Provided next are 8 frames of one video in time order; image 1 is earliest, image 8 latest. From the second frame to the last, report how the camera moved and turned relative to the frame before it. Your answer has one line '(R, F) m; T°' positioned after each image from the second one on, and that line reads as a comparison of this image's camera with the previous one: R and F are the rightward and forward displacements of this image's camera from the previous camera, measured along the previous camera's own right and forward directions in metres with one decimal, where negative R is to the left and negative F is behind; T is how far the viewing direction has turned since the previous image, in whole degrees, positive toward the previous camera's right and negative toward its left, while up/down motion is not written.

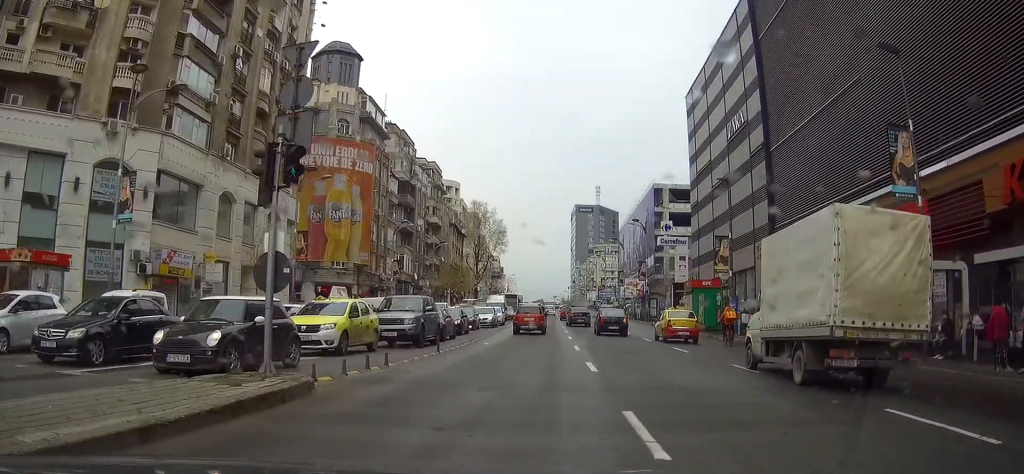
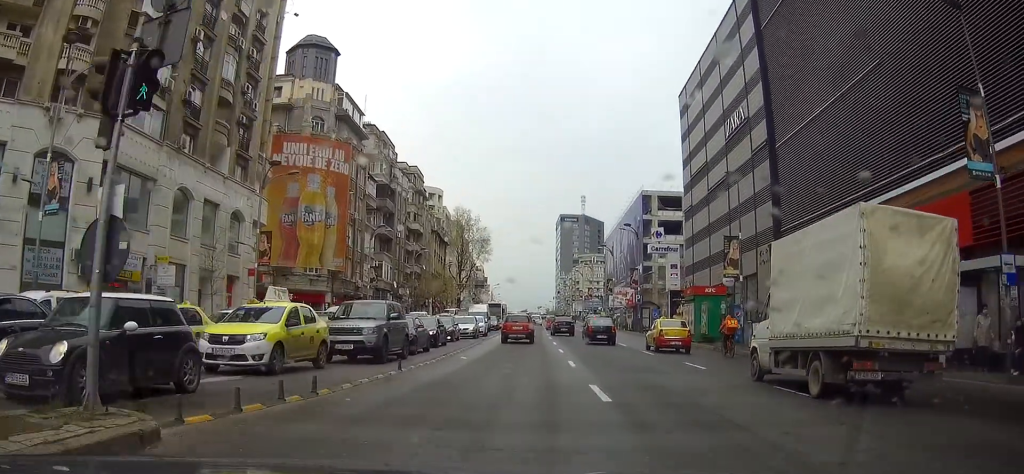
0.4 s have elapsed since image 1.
(+0.1, +4.0) m; +3°
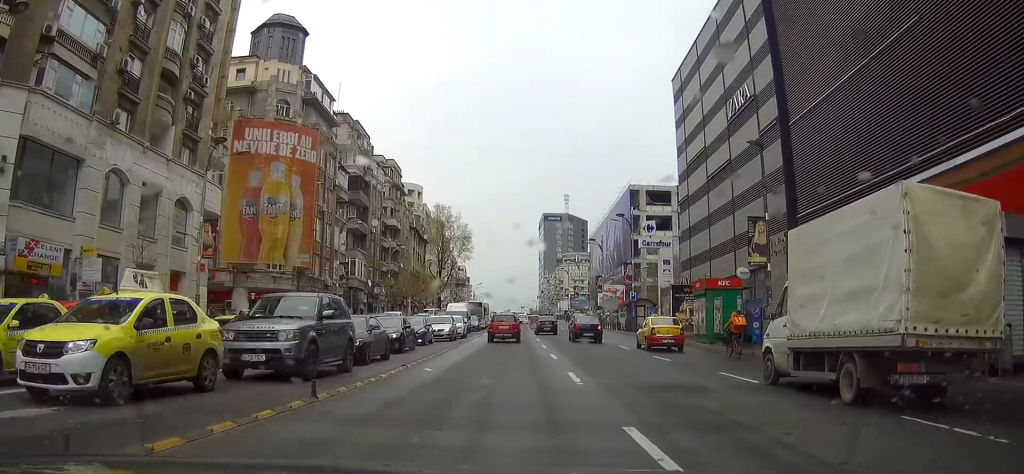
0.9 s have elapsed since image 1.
(+0.2, +5.9) m; +2°
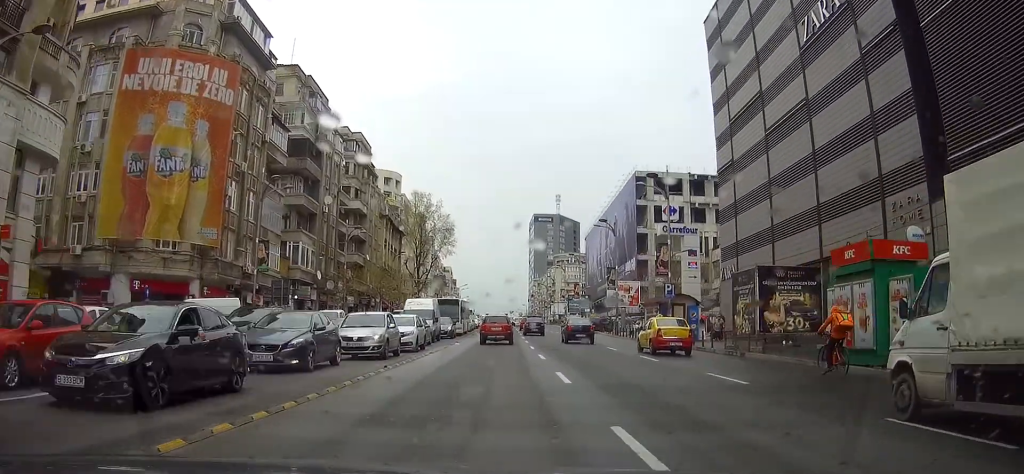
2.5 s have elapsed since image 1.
(+0.7, +18.2) m; +3°
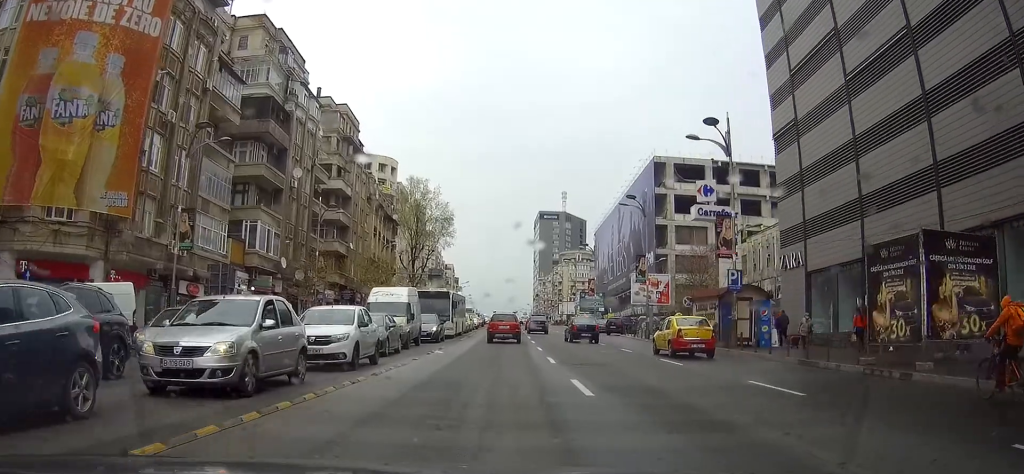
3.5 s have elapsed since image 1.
(0.0, +12.1) m; -1°
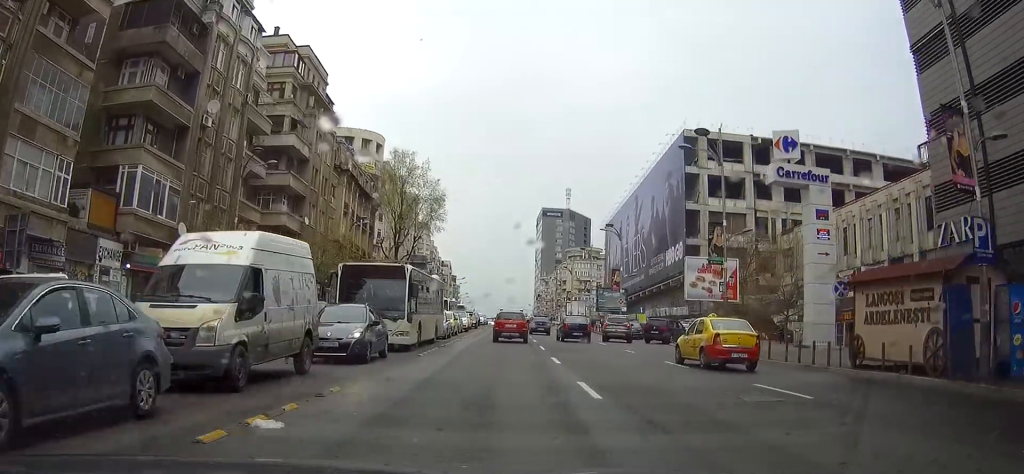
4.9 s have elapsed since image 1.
(-0.1, +18.3) m; 0°
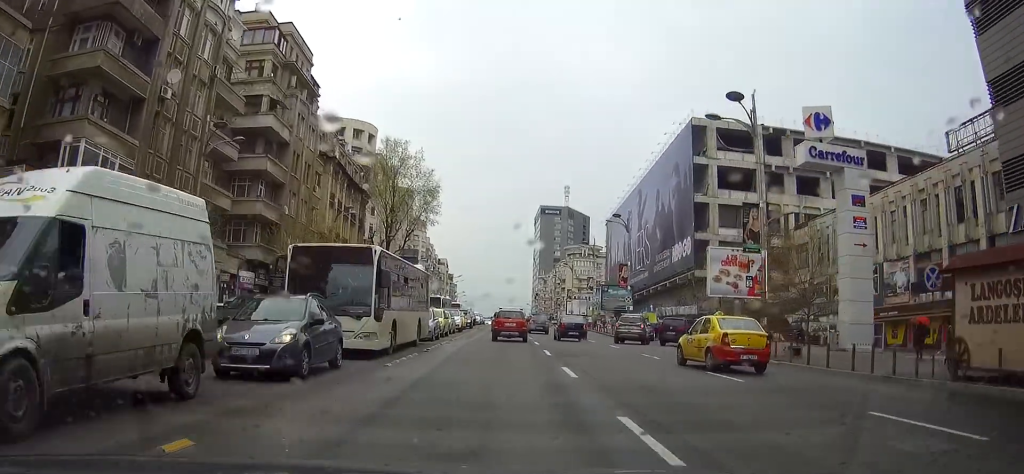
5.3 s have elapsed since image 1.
(0.0, +5.3) m; 0°
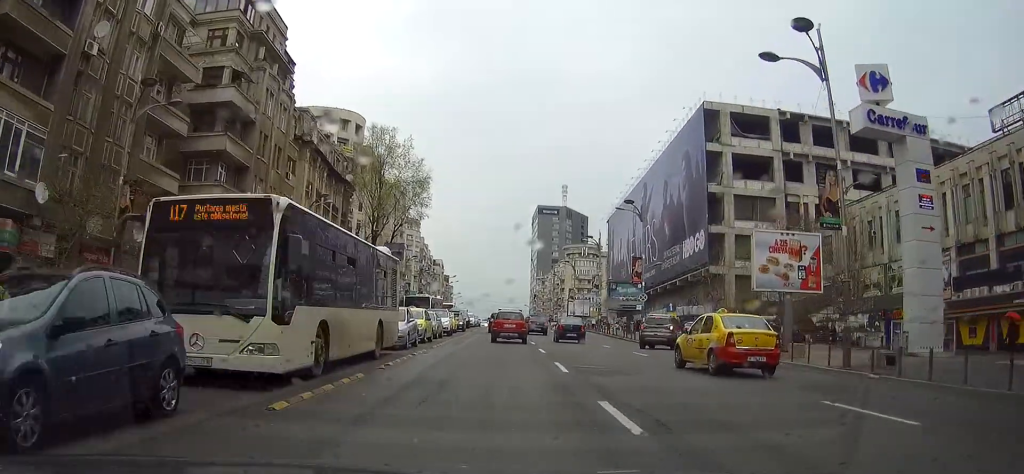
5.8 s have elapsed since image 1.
(0.0, +7.5) m; 0°
